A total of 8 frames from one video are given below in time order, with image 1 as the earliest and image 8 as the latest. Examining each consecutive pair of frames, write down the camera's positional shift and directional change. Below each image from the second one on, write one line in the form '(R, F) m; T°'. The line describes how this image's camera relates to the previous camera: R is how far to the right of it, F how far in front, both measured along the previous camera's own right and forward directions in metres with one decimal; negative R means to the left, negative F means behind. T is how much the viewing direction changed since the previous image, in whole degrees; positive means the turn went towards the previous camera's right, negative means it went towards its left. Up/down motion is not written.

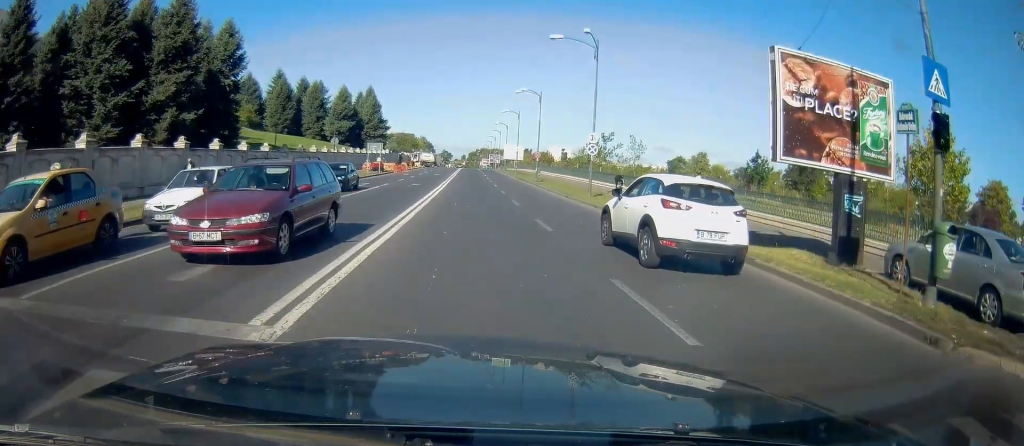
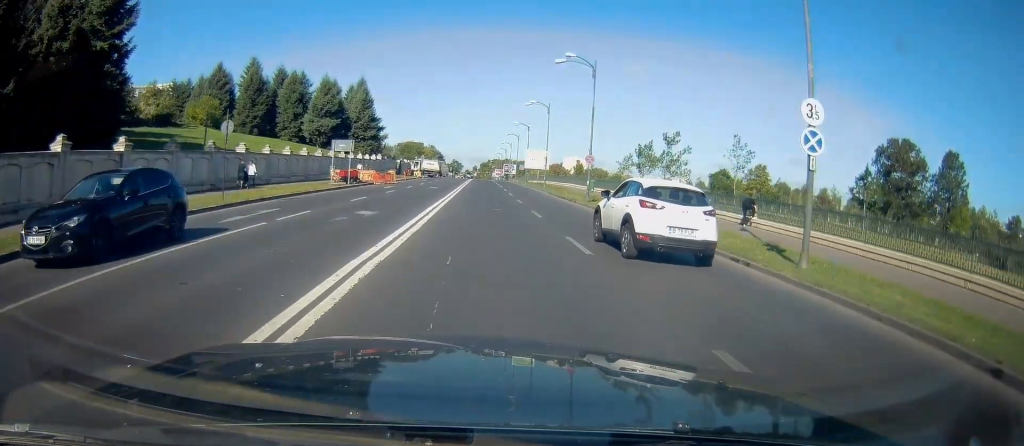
(+0.4, +20.9) m; 0°
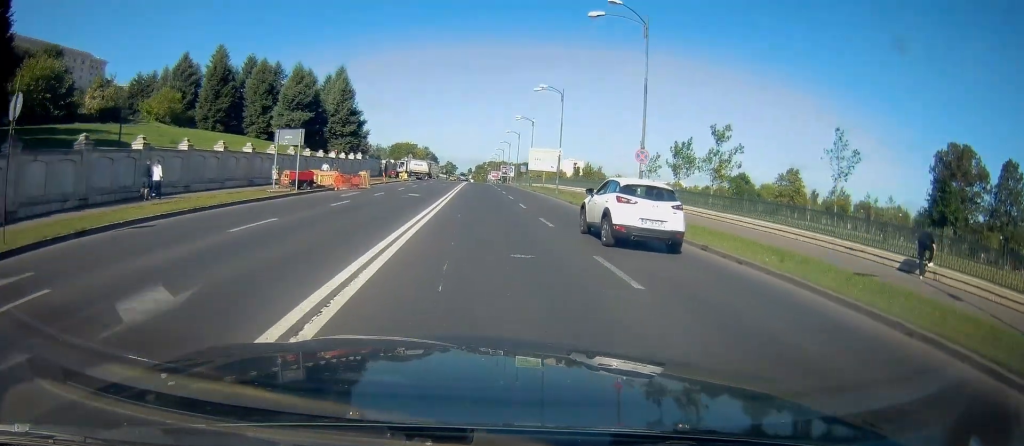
(-0.5, +12.3) m; 0°
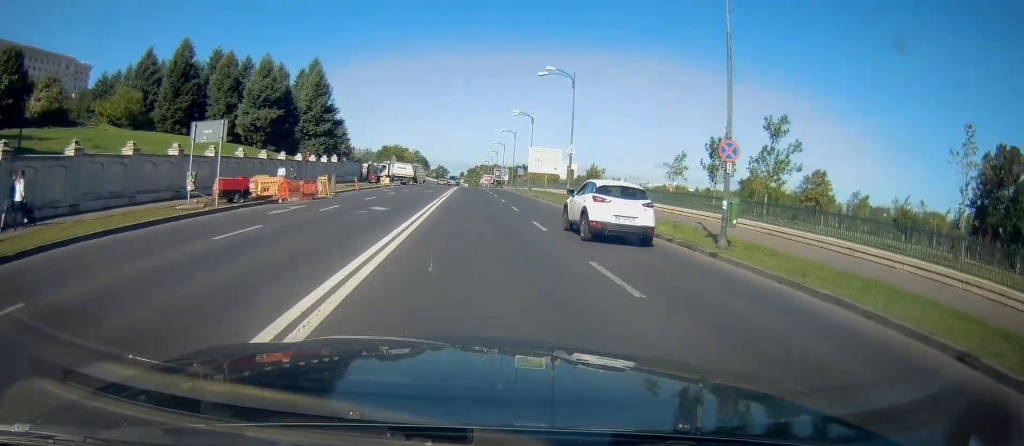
(+0.1, +9.3) m; +2°
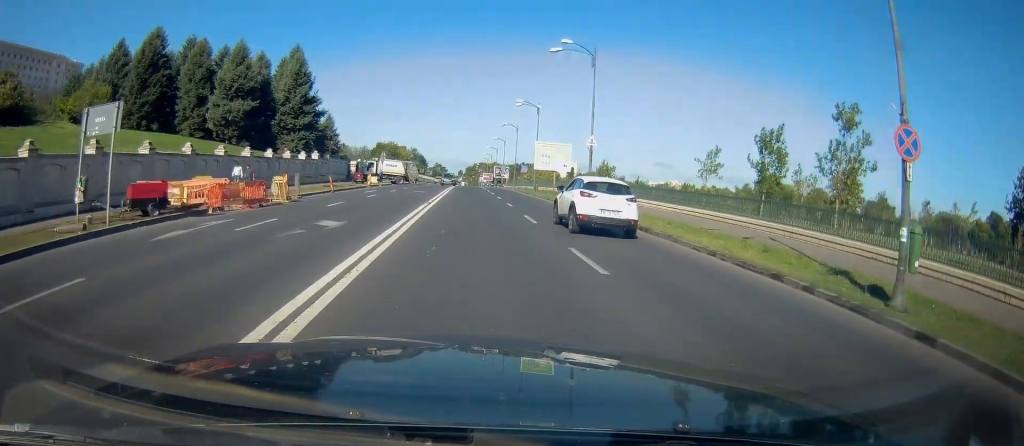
(+0.2, +7.5) m; 0°
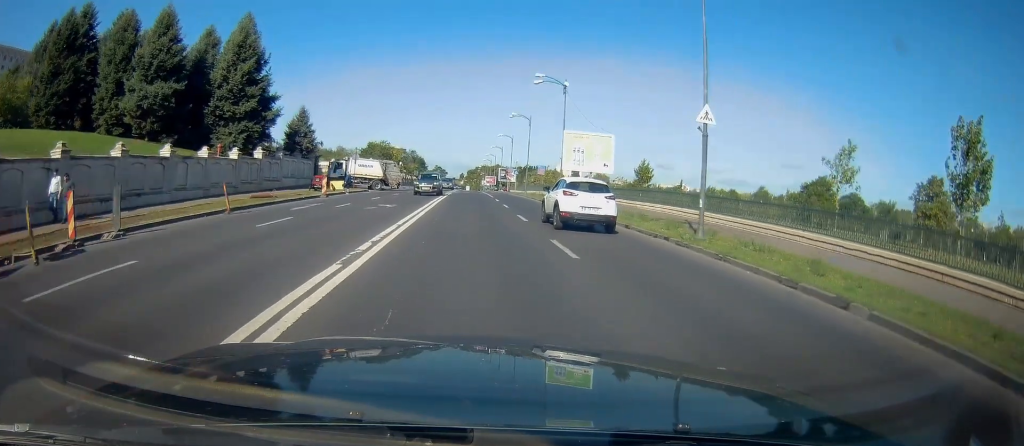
(-0.1, +16.0) m; 0°
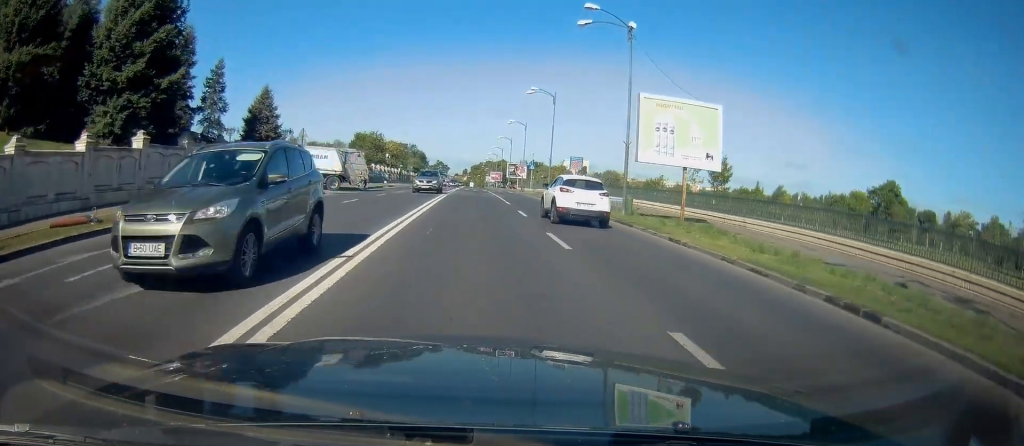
(+0.1, +17.2) m; +1°
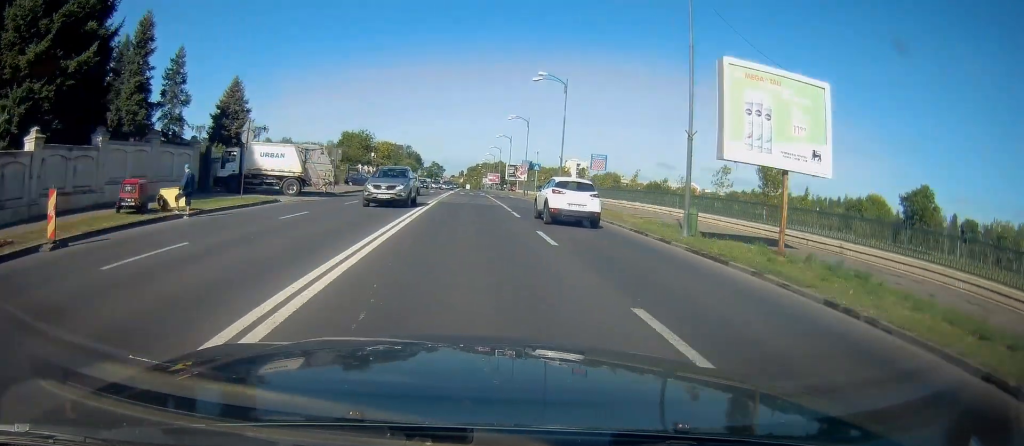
(+0.1, +8.1) m; 0°
